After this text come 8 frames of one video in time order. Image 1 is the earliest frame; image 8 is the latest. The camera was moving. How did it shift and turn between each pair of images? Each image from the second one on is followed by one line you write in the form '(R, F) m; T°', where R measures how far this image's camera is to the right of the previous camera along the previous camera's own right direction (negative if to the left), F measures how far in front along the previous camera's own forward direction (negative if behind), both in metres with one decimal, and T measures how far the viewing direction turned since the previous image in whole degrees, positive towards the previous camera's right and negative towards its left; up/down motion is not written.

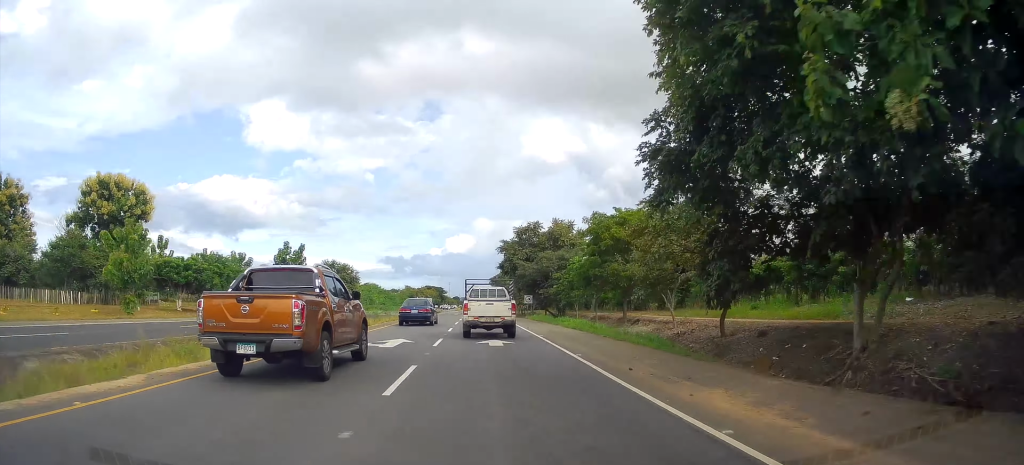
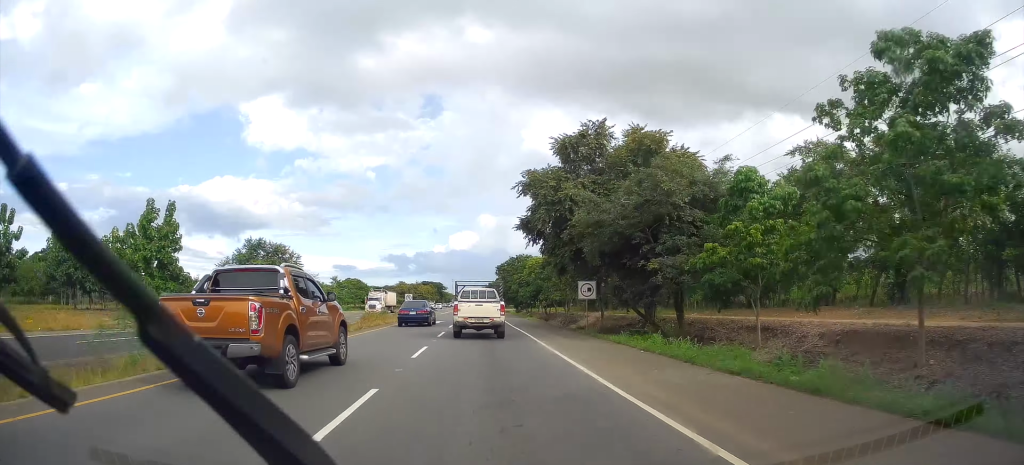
(+0.2, +34.9) m; 0°
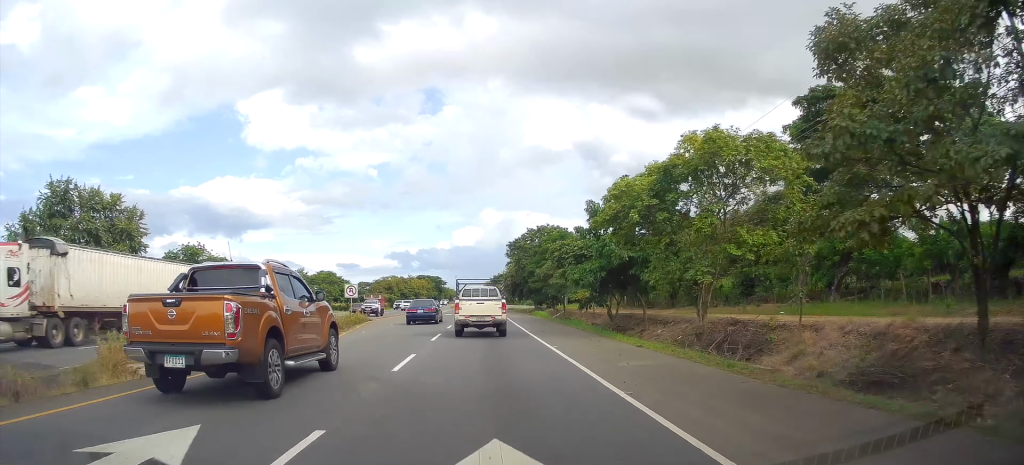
(-0.5, +35.0) m; -1°
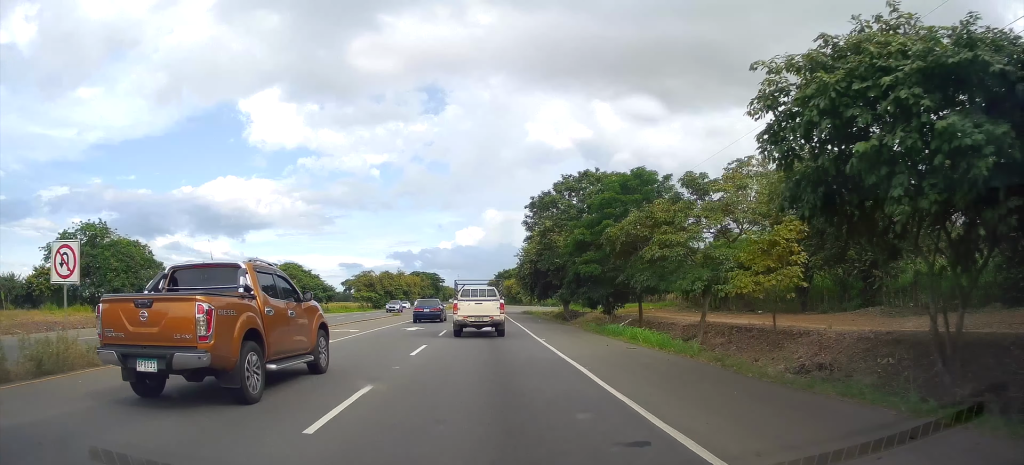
(-0.1, +30.2) m; 0°
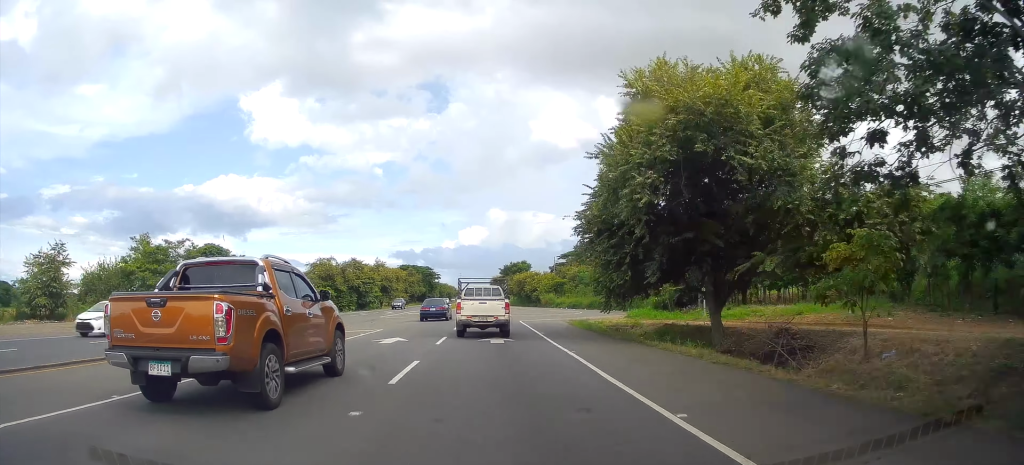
(-0.1, +38.4) m; 0°
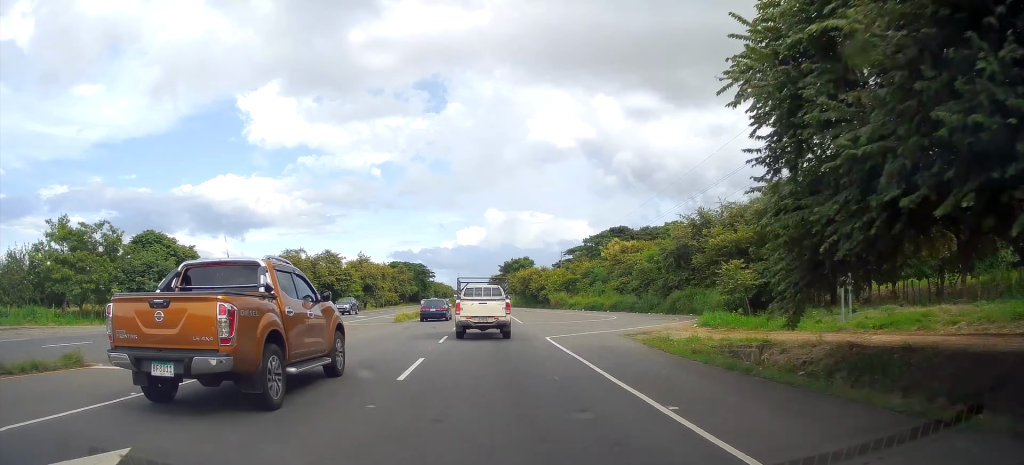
(+0.1, +15.9) m; 0°
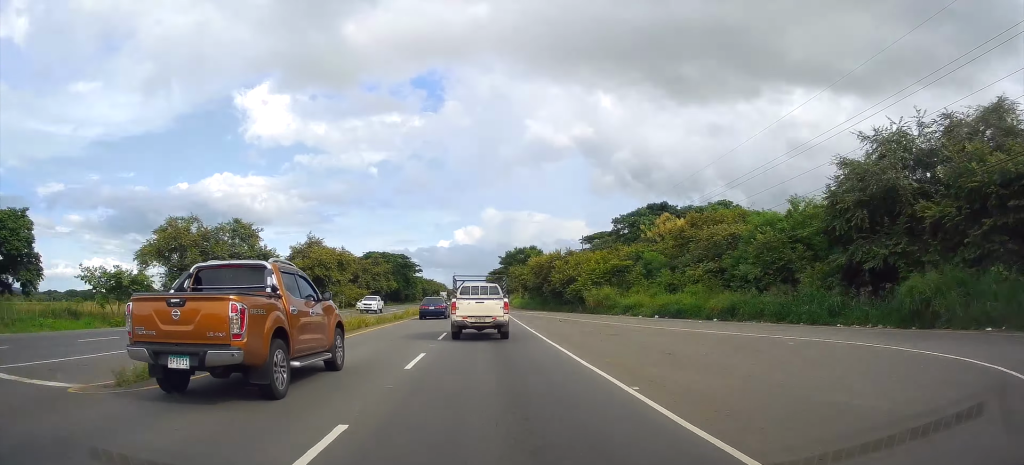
(+0.3, +31.8) m; +1°
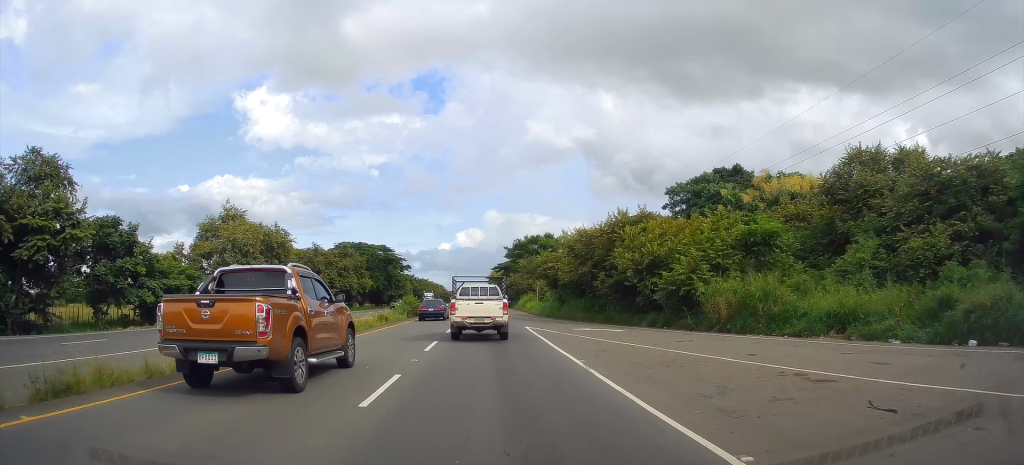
(+0.3, +28.8) m; +1°
